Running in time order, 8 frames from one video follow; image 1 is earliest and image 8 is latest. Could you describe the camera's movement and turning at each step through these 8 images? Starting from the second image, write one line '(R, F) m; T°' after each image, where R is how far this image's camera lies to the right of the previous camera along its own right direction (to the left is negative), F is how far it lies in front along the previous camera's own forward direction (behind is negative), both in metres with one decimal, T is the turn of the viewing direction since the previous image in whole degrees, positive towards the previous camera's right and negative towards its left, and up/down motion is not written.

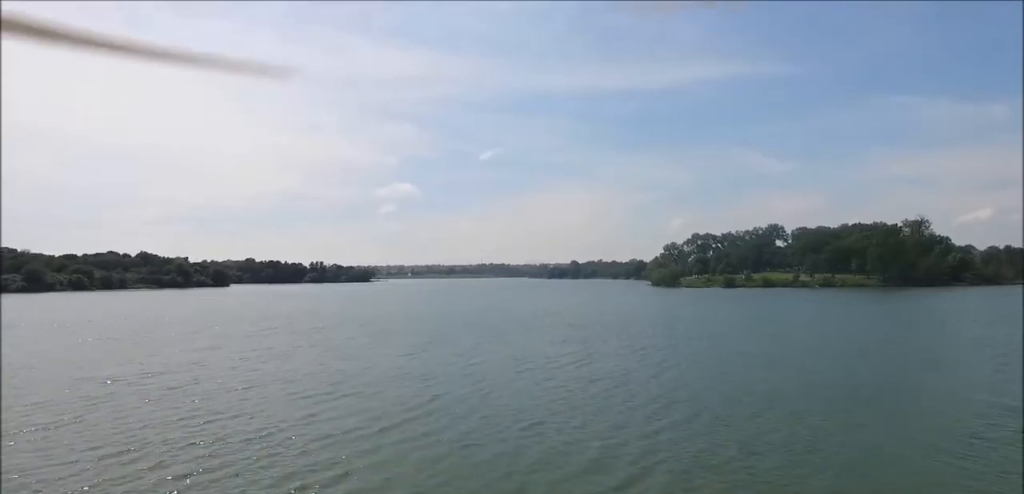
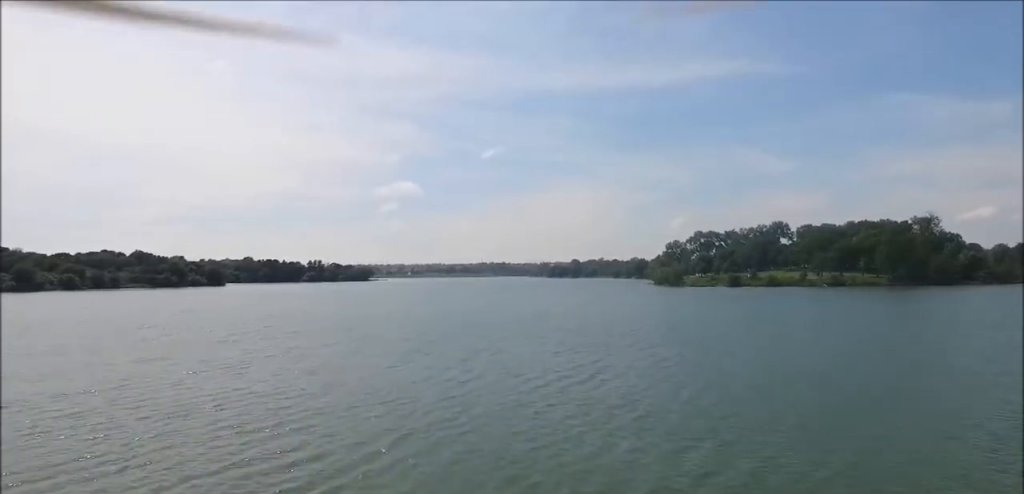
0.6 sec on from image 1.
(-0.1, +6.9) m; -1°
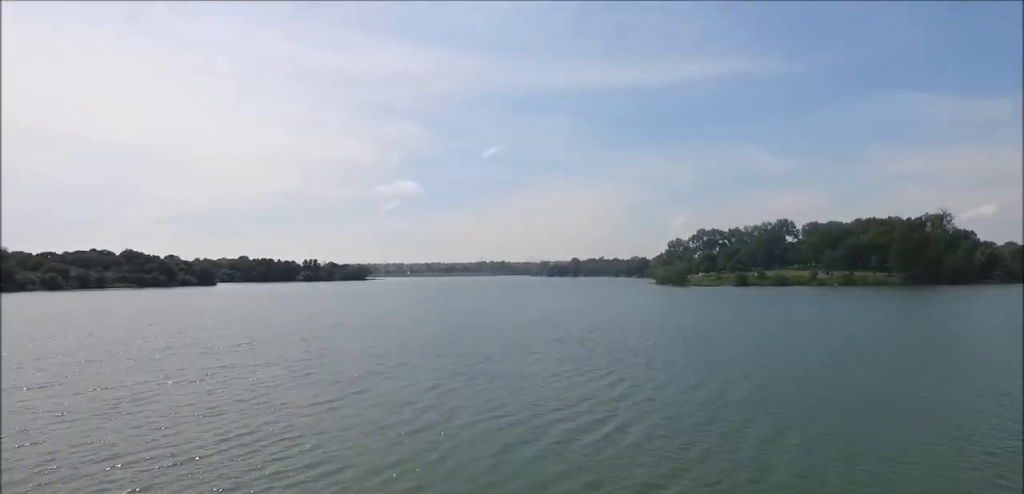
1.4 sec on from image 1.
(-0.1, +10.0) m; -1°
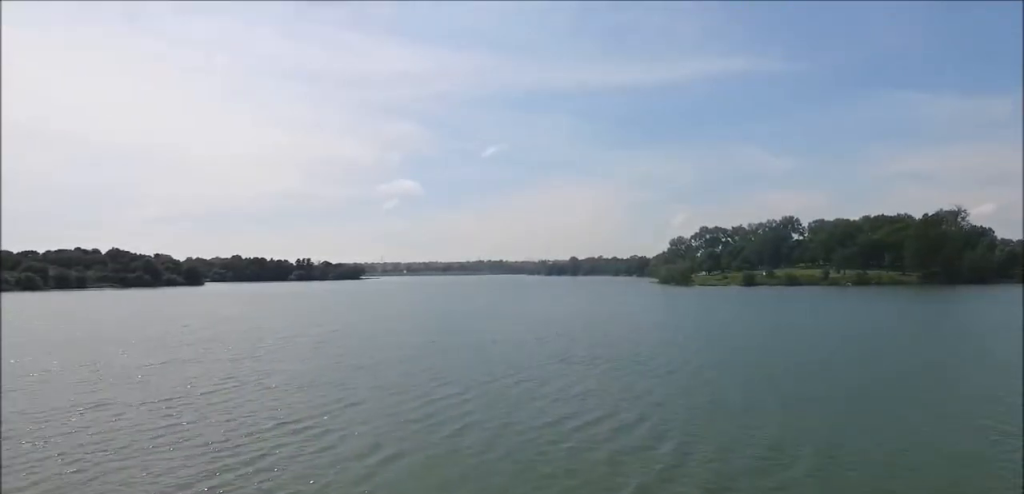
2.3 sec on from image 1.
(0.0, +11.5) m; 0°
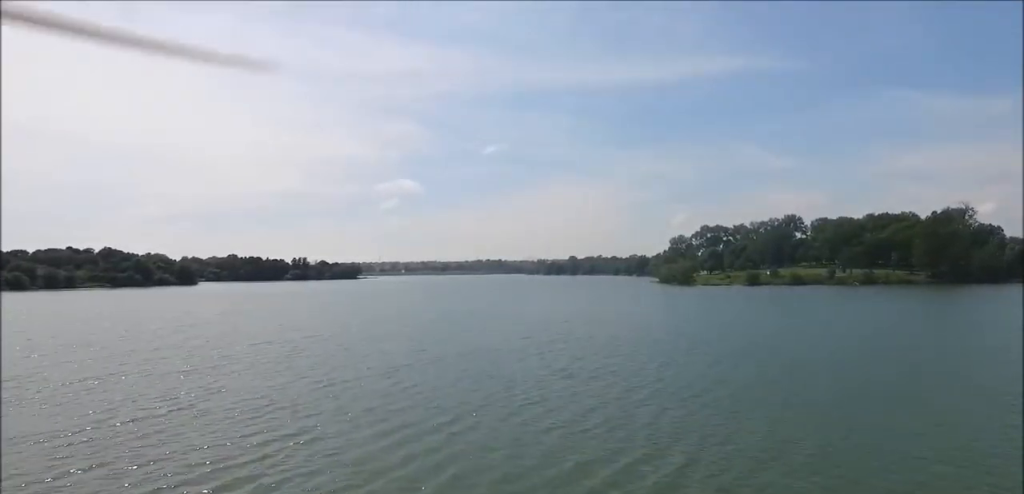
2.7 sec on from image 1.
(0.0, +5.6) m; 0°
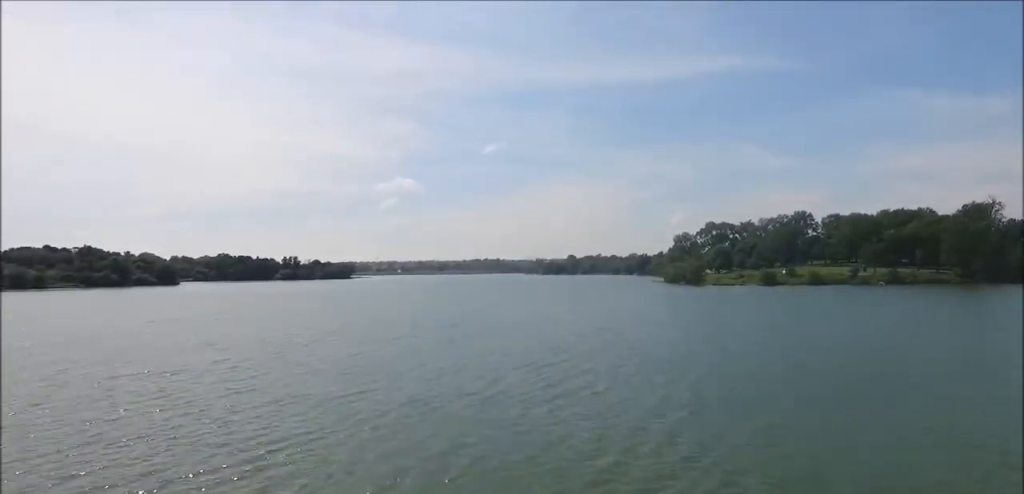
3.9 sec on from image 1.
(0.0, +15.6) m; +1°
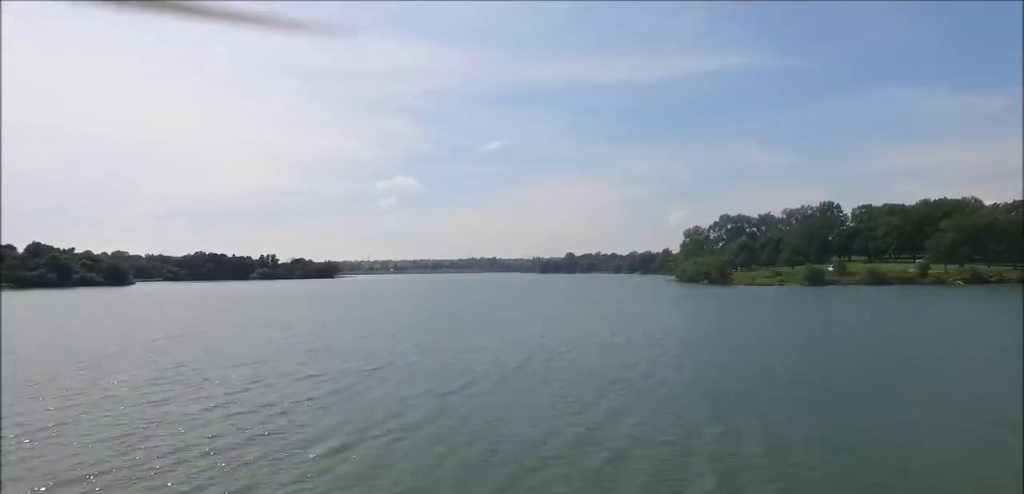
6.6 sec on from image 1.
(+0.7, +35.3) m; +1°
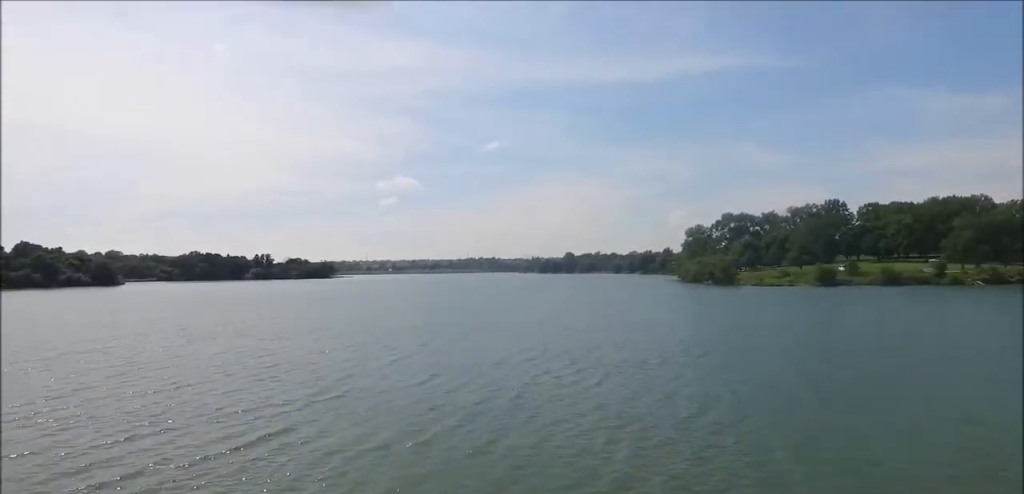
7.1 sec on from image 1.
(0.0, +6.9) m; -1°
